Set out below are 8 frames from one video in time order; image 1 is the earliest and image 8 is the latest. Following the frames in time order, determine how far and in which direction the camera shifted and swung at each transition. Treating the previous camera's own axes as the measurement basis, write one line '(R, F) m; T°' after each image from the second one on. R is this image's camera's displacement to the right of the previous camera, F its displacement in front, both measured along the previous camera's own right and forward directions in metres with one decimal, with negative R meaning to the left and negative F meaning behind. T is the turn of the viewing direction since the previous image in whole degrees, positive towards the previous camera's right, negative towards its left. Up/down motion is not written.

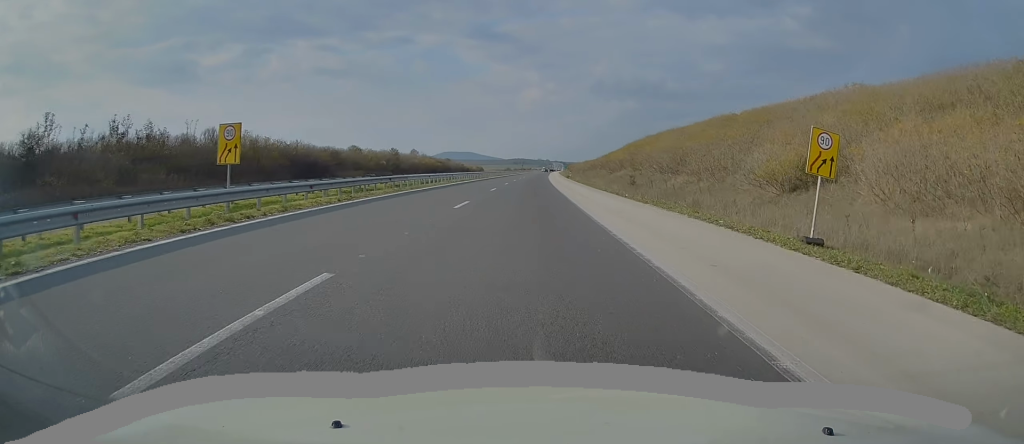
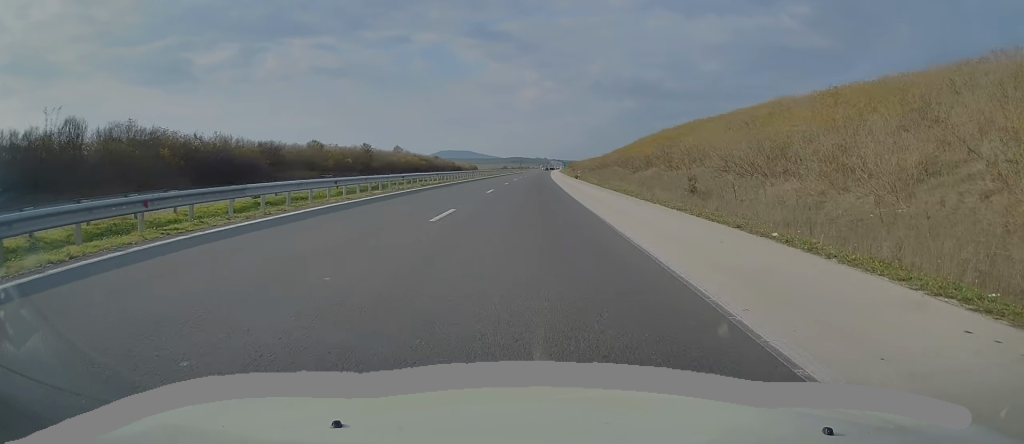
(-0.1, +22.0) m; +1°
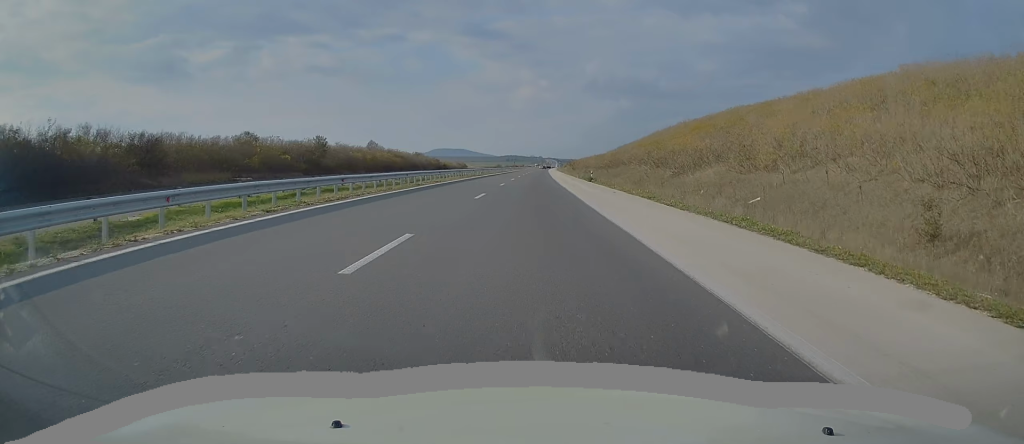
(+0.2, +23.6) m; 0°
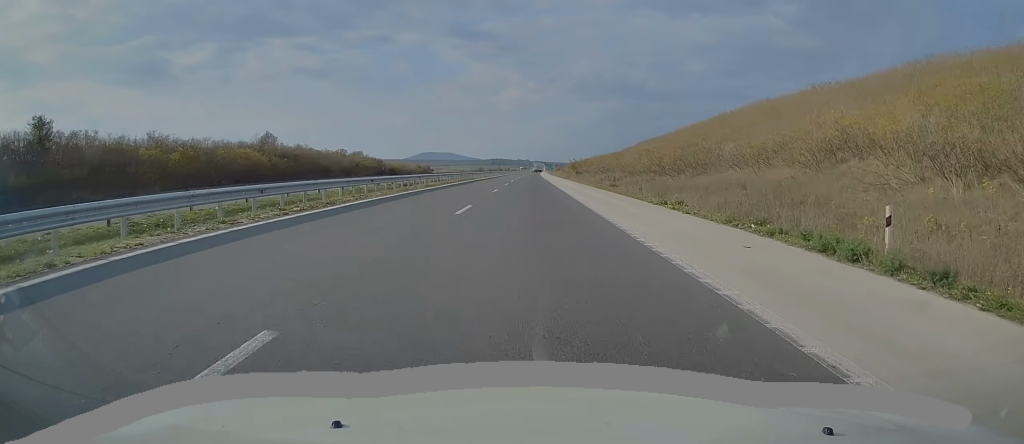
(+0.2, +55.5) m; 0°
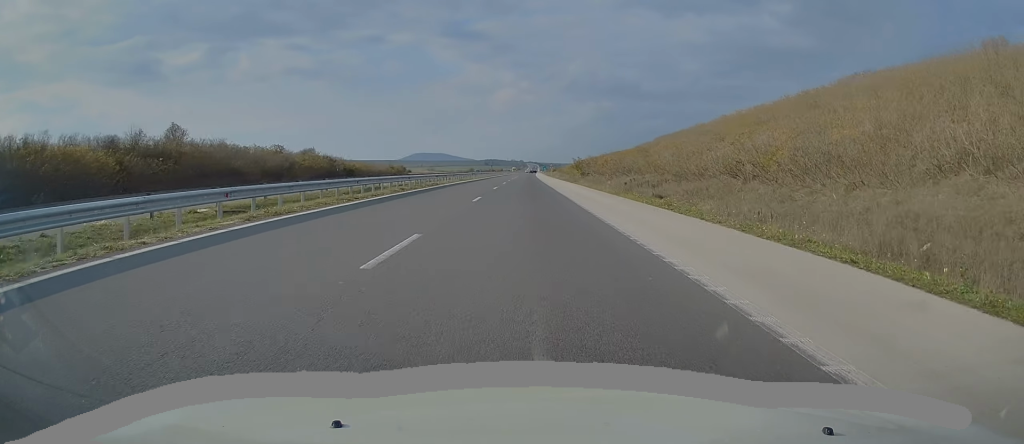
(+0.1, +25.8) m; 0°
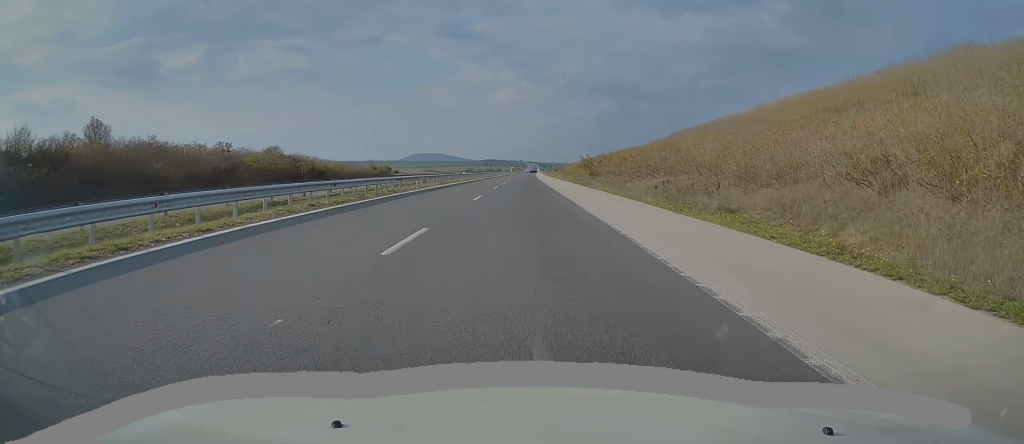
(0.0, +15.0) m; 0°
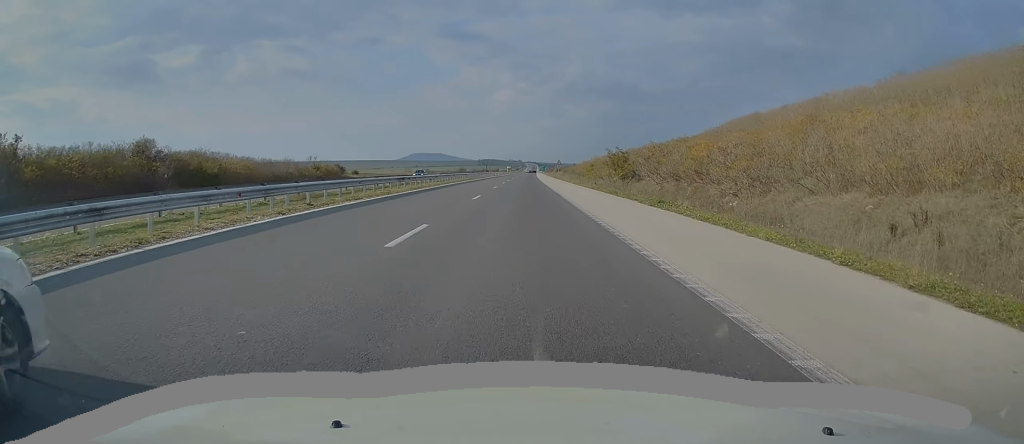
(+0.3, +31.8) m; +1°
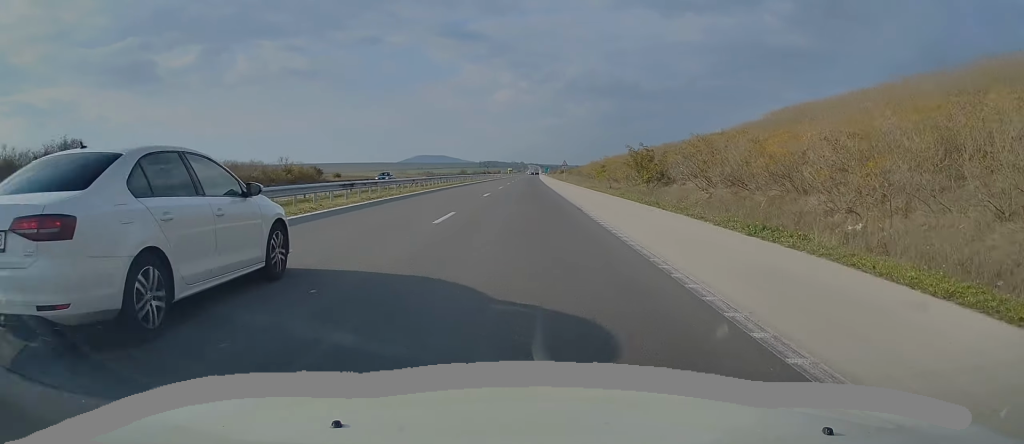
(+0.2, +11.5) m; 0°
